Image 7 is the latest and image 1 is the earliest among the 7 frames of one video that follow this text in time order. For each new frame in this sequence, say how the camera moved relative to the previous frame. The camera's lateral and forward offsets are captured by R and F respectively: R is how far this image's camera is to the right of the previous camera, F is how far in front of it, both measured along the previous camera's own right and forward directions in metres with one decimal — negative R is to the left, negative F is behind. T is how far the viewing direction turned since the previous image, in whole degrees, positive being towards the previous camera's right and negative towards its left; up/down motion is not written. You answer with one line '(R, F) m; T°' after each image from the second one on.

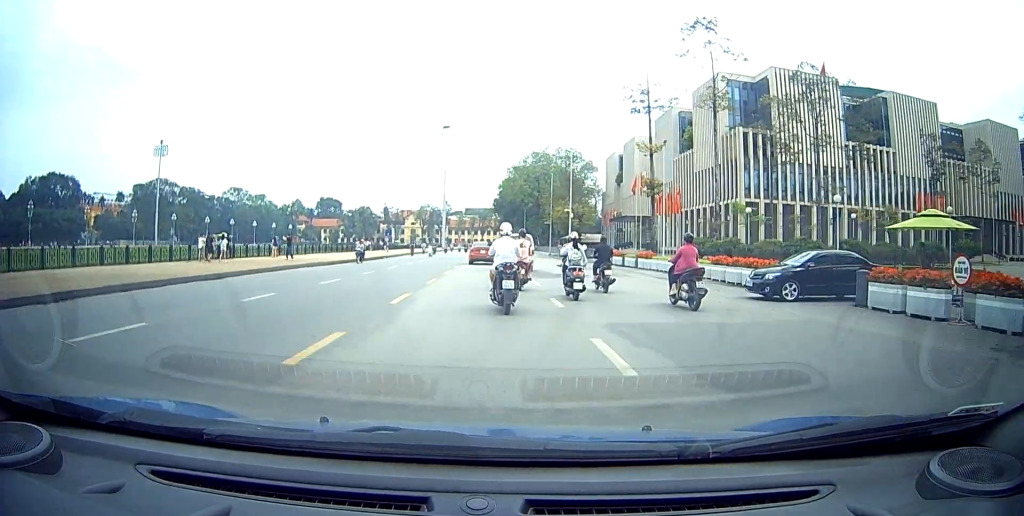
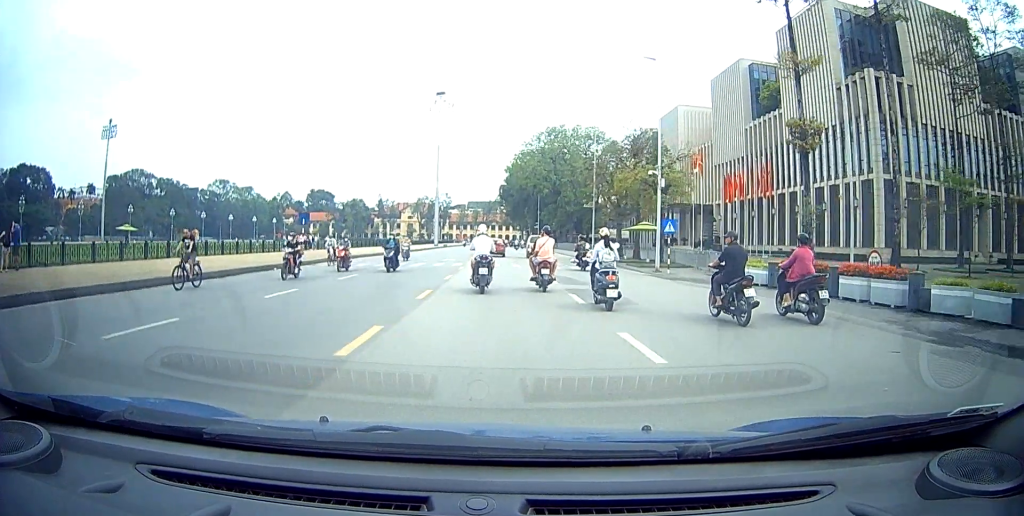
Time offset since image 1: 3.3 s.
(-2.0, +31.3) m; -6°
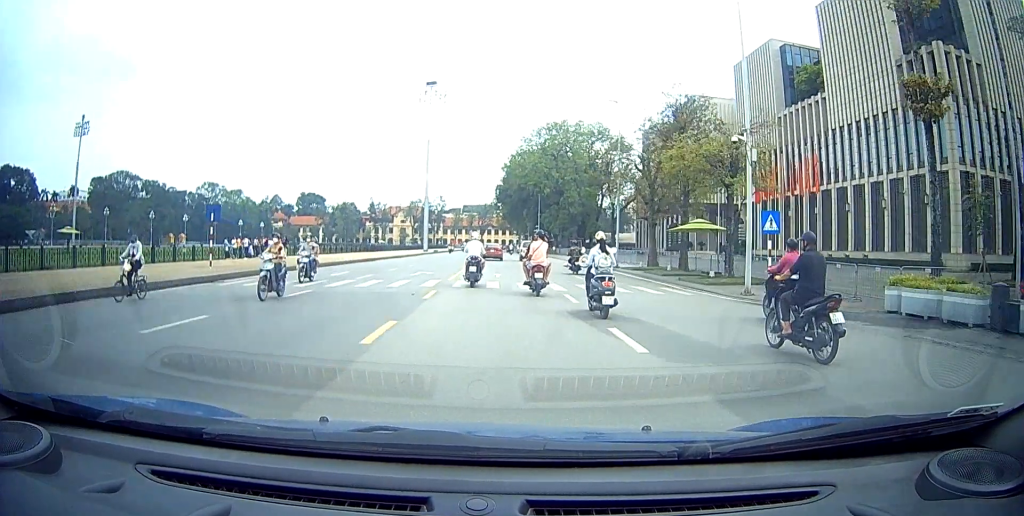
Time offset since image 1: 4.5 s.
(0.0, +10.5) m; 0°
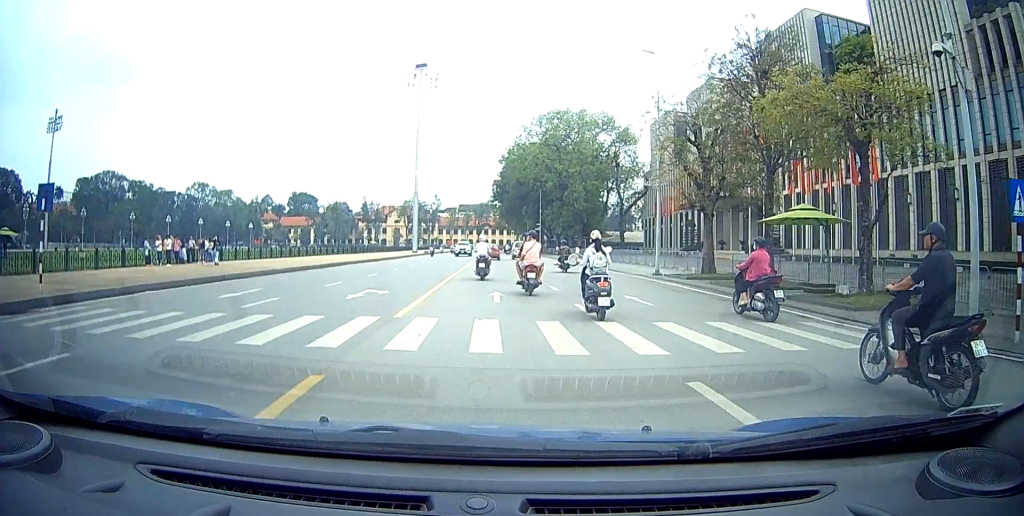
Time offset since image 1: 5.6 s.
(-0.1, +7.8) m; -2°
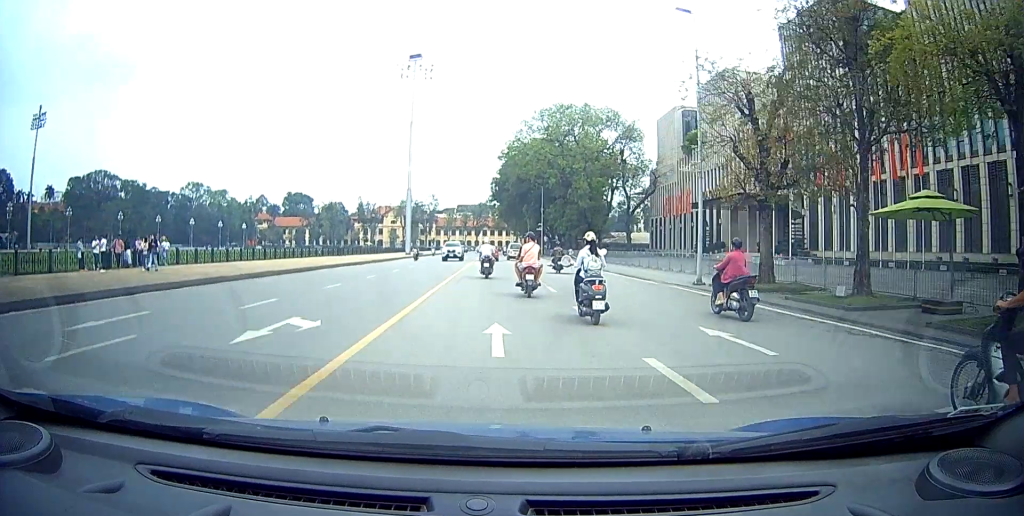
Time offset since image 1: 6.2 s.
(-0.1, +4.7) m; 0°
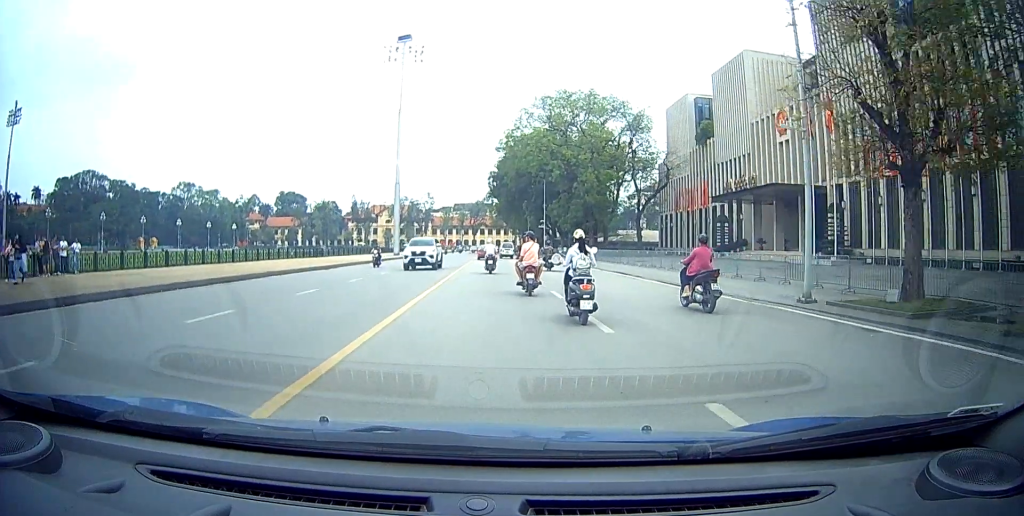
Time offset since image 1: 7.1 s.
(+0.1, +7.3) m; +1°
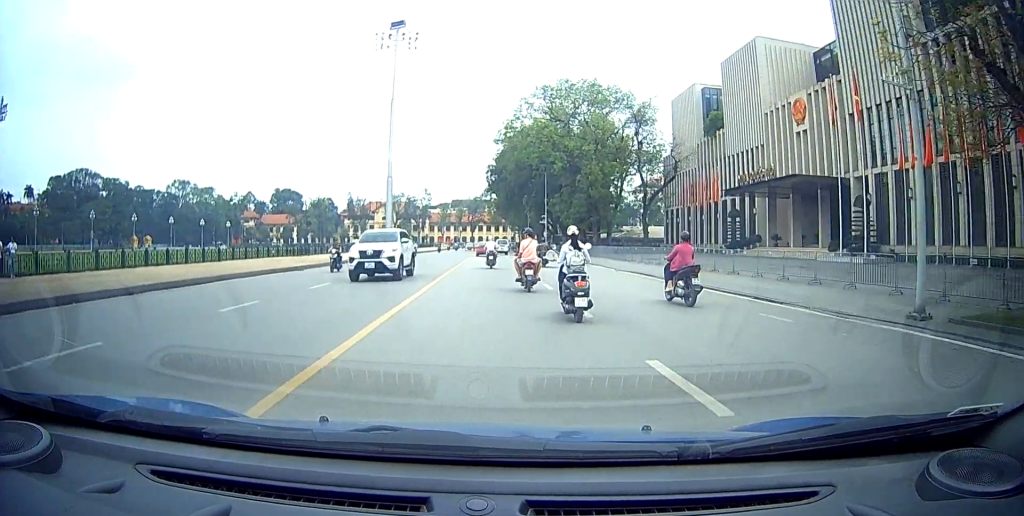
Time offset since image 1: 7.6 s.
(0.0, +3.9) m; 0°
